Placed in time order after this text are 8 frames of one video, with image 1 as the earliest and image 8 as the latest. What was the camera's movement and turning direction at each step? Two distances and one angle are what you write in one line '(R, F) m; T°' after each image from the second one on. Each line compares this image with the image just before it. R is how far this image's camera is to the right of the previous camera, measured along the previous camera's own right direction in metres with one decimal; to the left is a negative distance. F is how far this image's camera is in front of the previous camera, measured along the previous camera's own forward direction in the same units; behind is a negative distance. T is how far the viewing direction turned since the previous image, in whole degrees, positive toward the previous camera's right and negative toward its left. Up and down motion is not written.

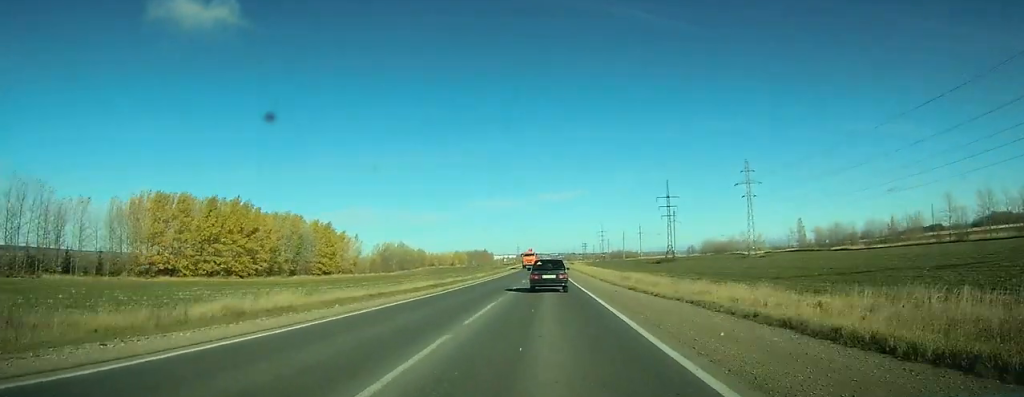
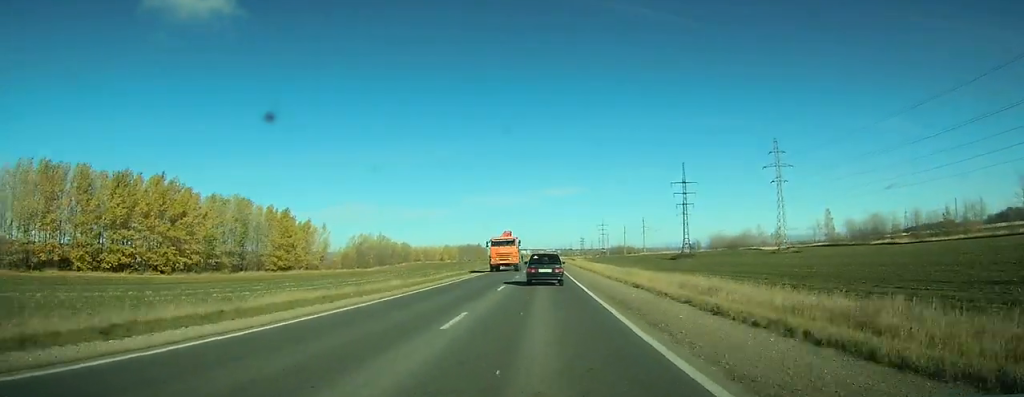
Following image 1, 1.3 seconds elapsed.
(-0.1, +25.5) m; 0°
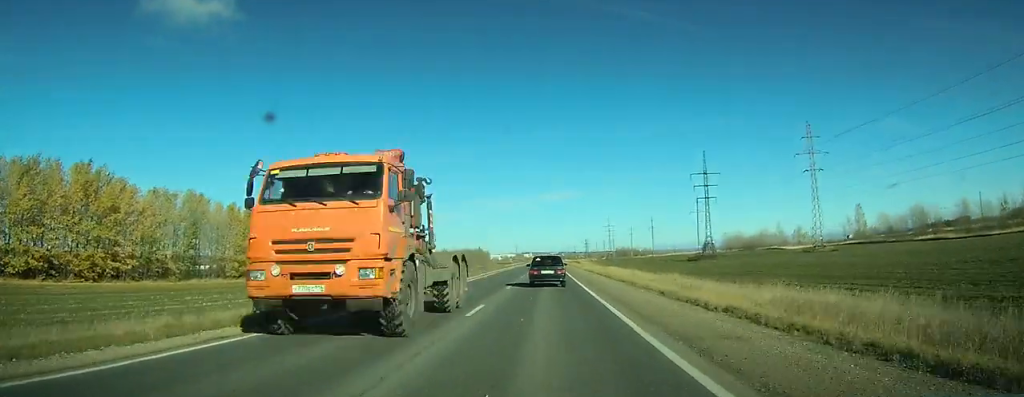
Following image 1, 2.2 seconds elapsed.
(-0.1, +18.5) m; 0°
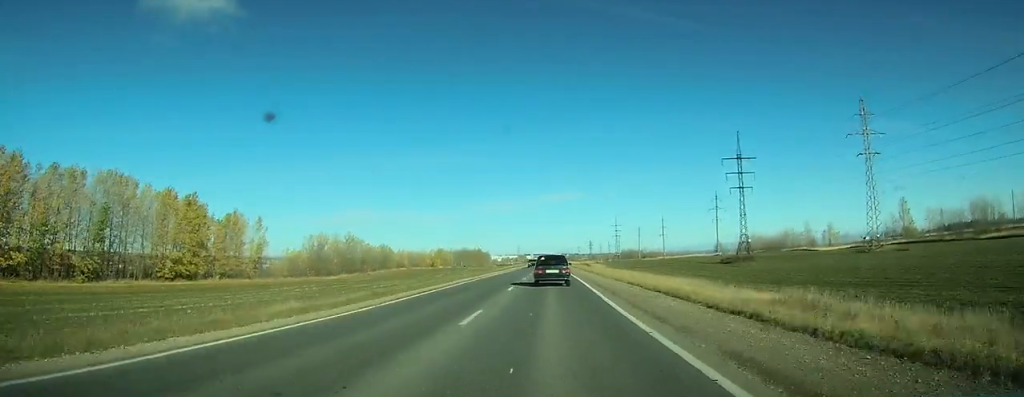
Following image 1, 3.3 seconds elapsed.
(0.0, +21.5) m; 0°
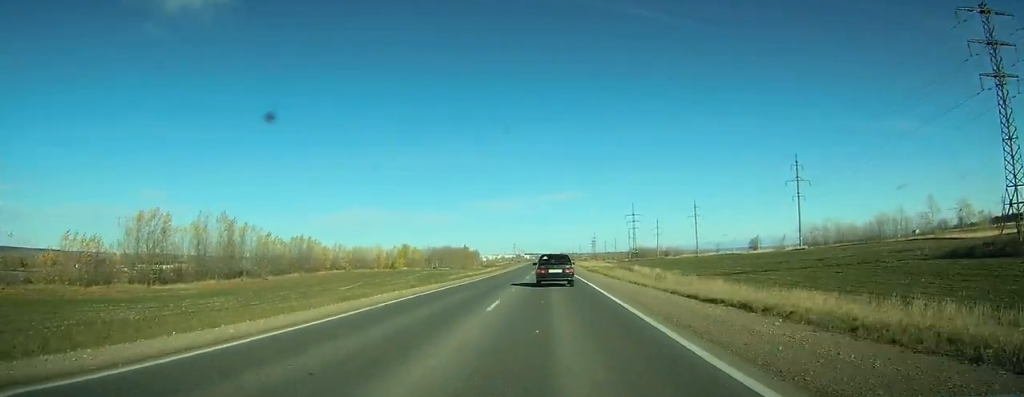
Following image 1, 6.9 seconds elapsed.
(+0.2, +70.1) m; 0°
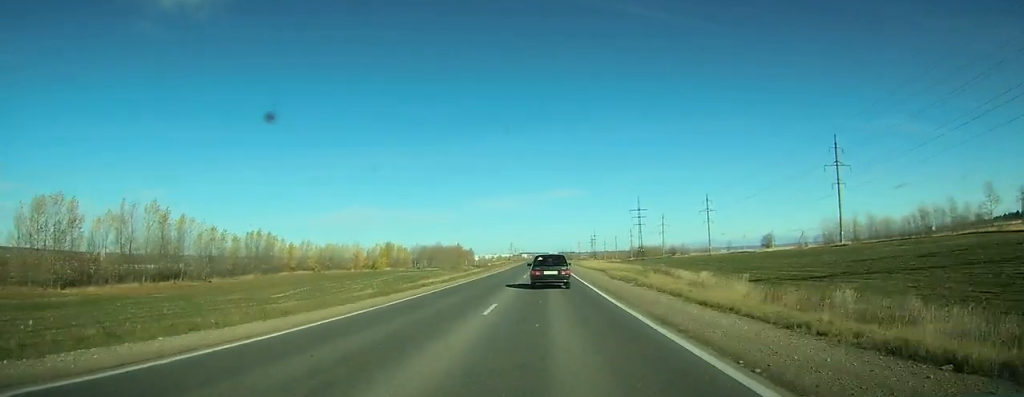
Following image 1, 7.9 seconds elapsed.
(0.0, +22.6) m; 0°
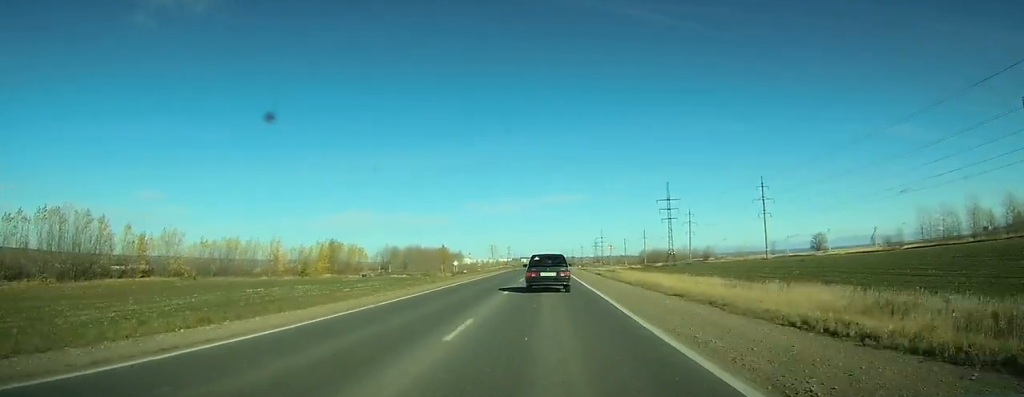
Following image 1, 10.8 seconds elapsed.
(-0.1, +62.4) m; 0°
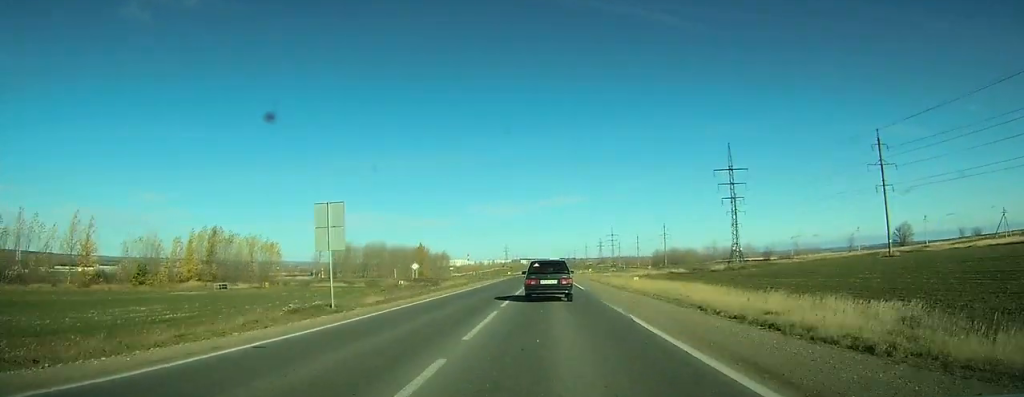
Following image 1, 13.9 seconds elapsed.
(-0.1, +69.1) m; 0°
